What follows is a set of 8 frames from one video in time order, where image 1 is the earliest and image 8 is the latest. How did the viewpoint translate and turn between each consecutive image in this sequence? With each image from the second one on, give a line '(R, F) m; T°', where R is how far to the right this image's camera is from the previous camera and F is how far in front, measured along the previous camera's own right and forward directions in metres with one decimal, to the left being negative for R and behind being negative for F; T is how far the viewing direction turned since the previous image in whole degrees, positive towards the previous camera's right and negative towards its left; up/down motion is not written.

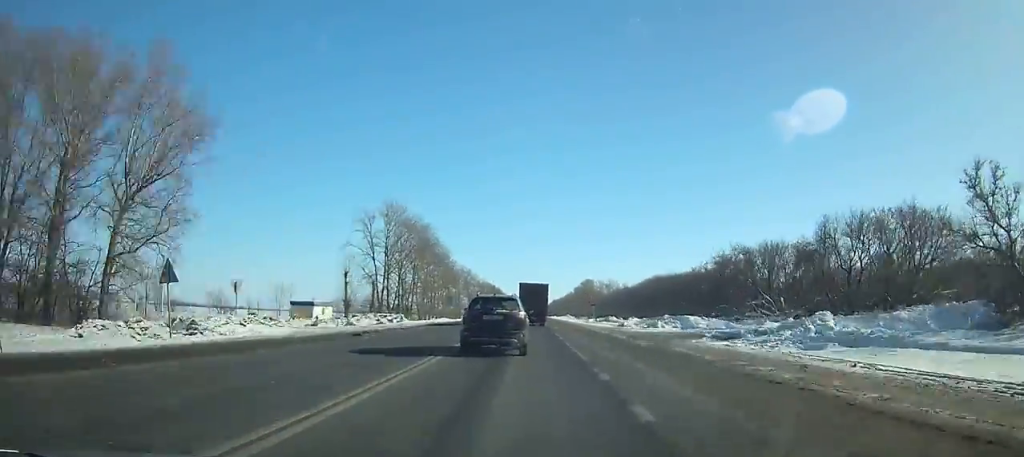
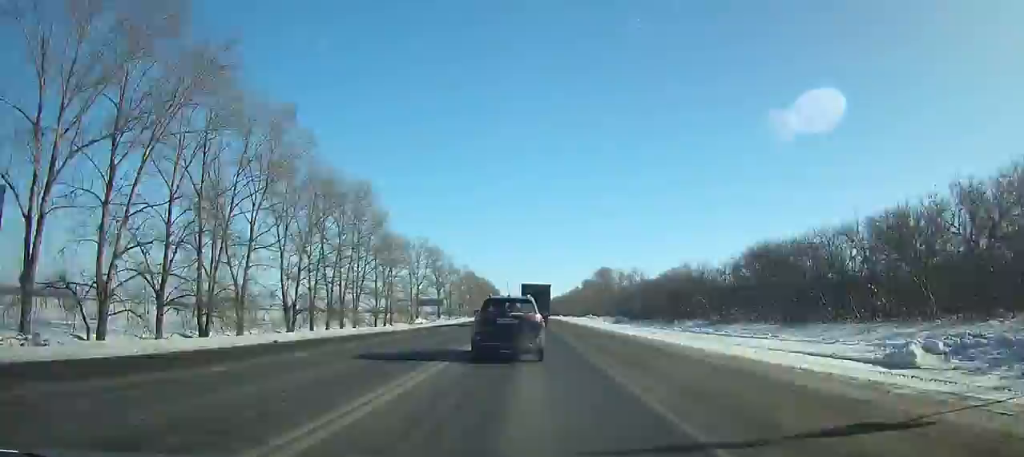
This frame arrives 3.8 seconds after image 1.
(+0.1, +74.5) m; 0°
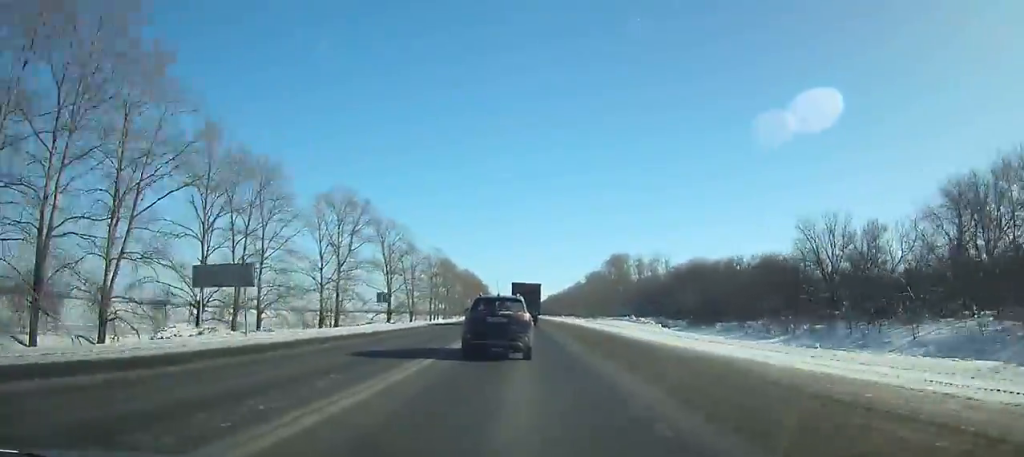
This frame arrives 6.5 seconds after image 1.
(0.0, +52.3) m; 0°
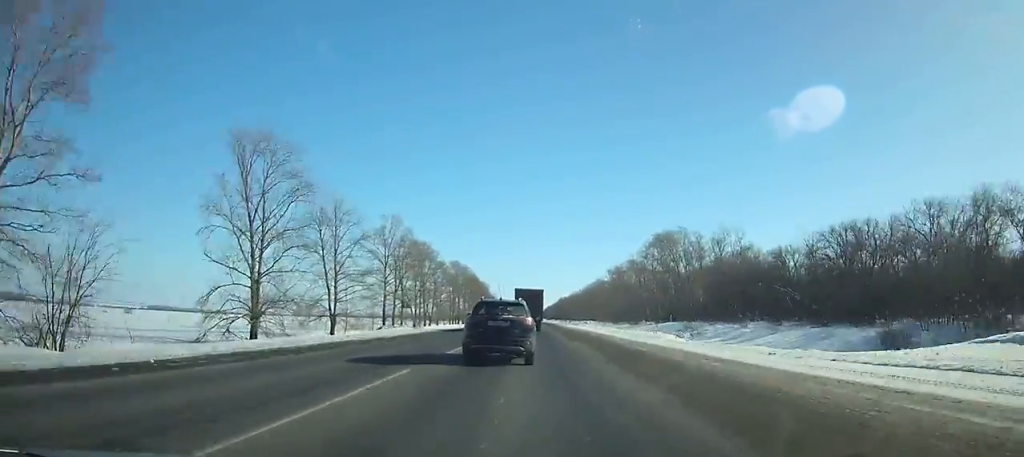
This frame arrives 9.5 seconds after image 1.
(-0.1, +57.5) m; 0°
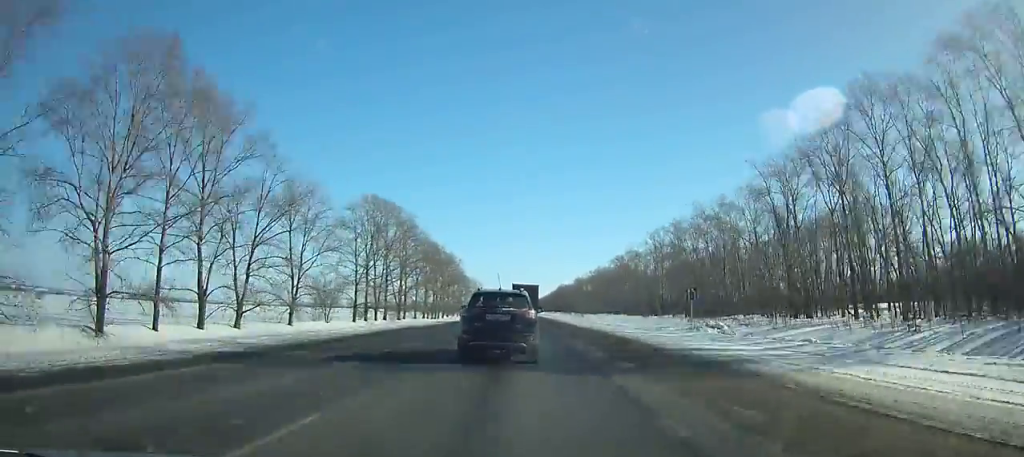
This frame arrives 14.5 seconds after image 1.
(+0.3, +95.4) m; 0°
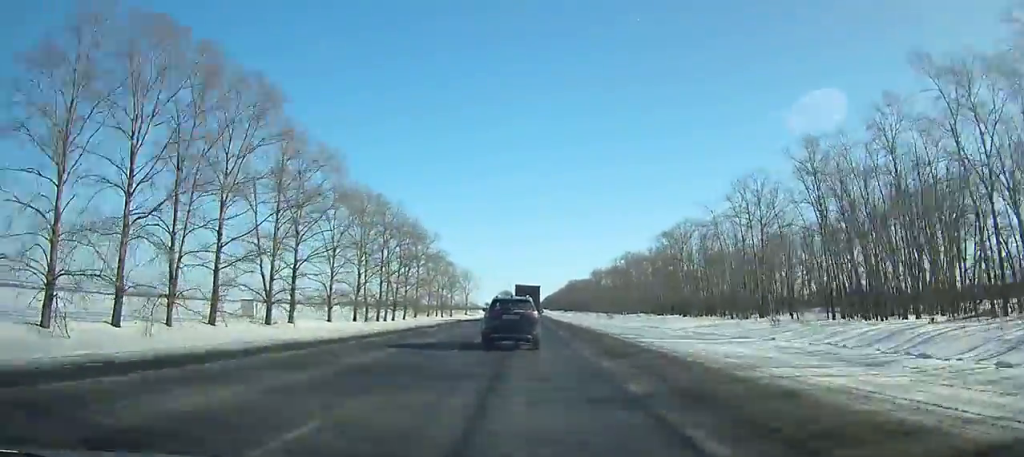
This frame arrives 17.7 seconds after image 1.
(0.0, +62.6) m; 0°
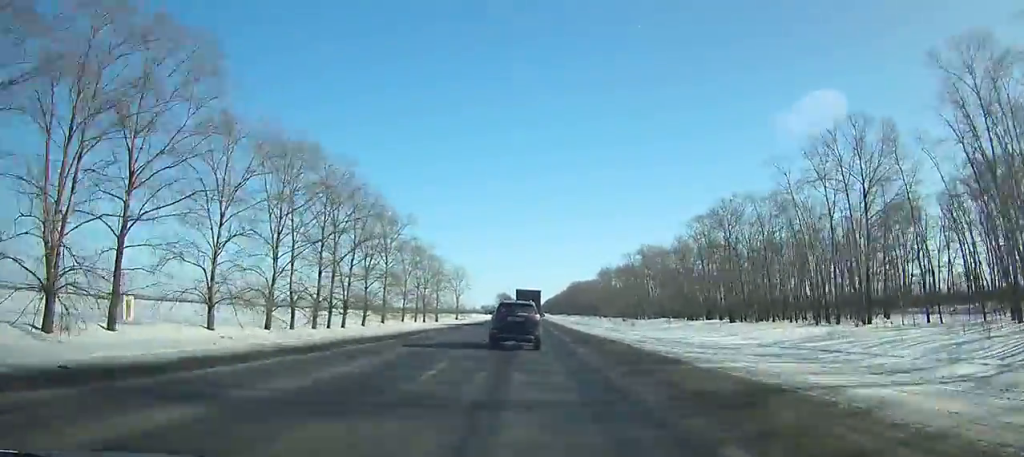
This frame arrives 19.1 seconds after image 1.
(0.0, +28.2) m; 0°
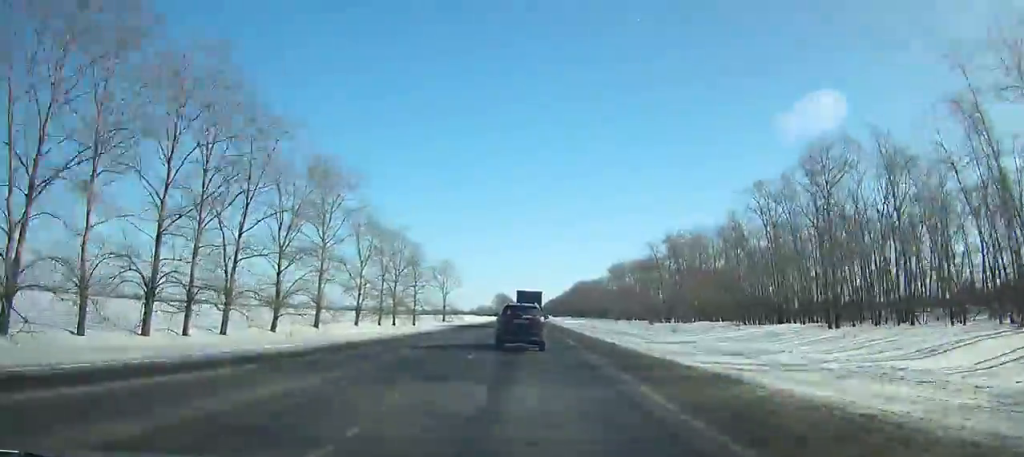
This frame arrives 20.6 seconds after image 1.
(-0.1, +31.1) m; 0°
